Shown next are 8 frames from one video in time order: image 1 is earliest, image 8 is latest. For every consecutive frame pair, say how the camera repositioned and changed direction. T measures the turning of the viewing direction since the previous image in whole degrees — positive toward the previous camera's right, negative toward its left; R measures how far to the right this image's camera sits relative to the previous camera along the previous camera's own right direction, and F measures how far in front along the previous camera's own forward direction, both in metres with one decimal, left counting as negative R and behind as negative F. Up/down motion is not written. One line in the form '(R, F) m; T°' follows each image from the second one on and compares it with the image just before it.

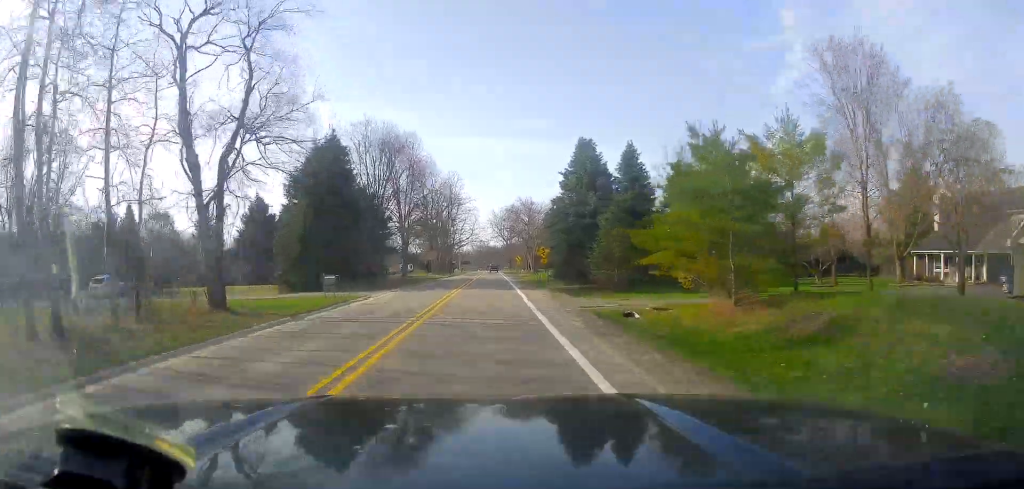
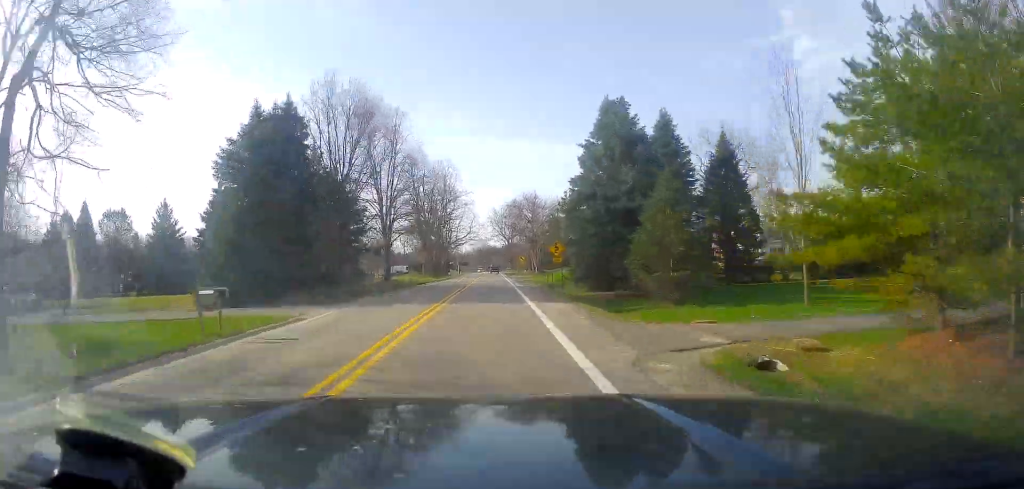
(-0.1, +11.7) m; 0°
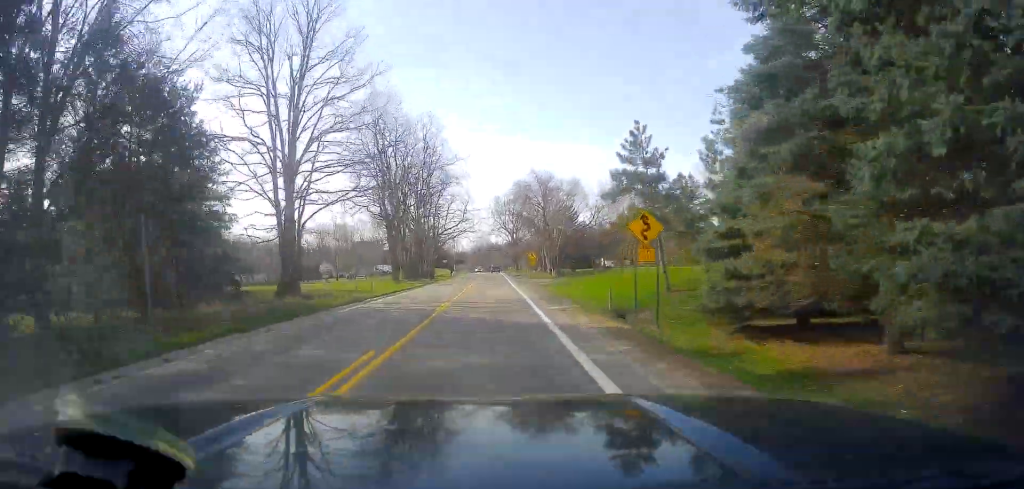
(+0.1, +27.5) m; -1°
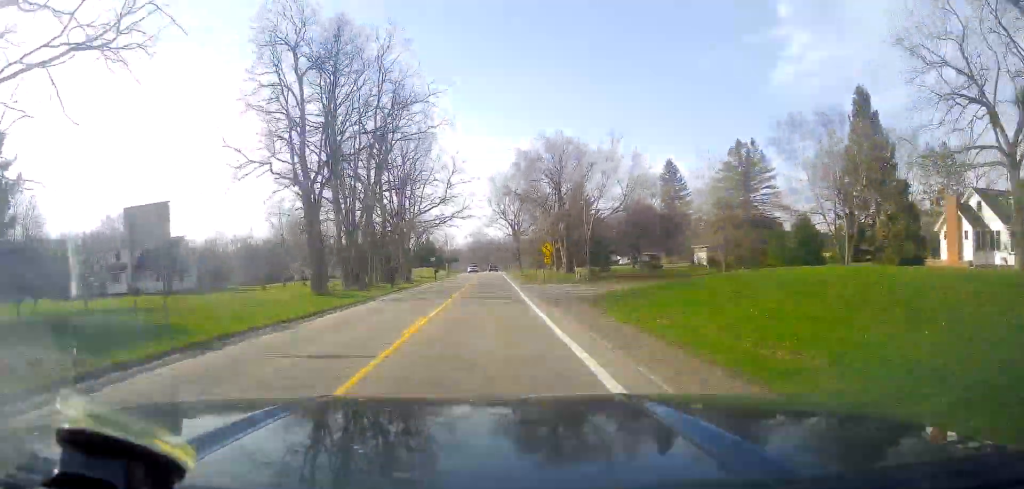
(-0.5, +24.1) m; 0°
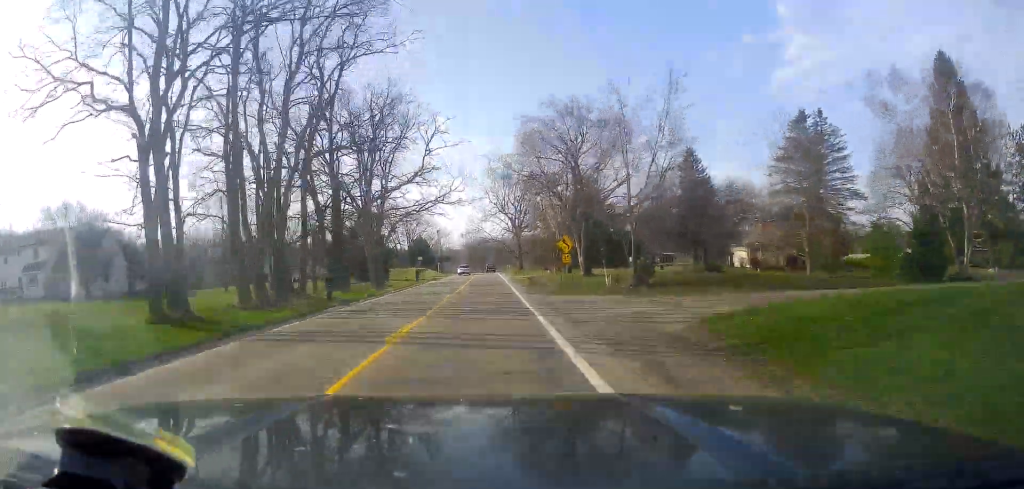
(+0.4, +15.9) m; +1°
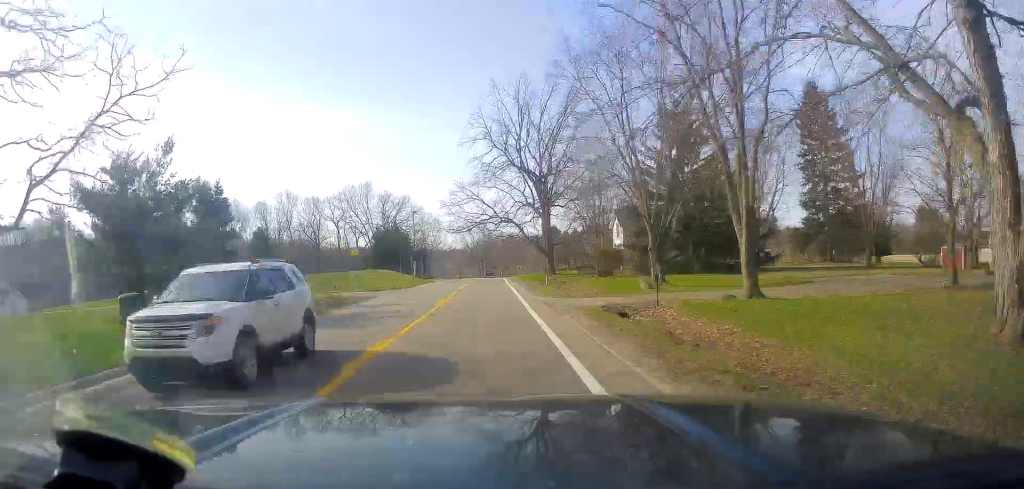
(-0.3, +48.6) m; -1°
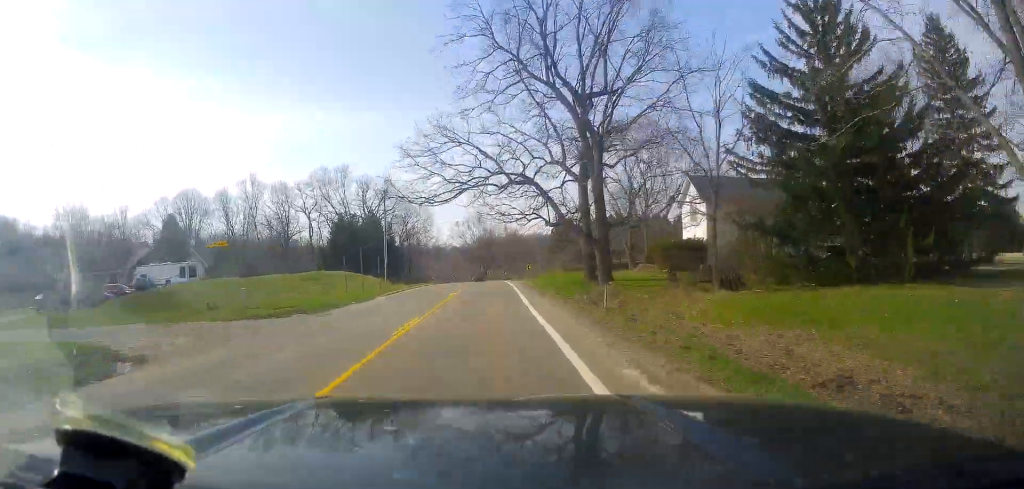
(+0.2, +26.0) m; -1°
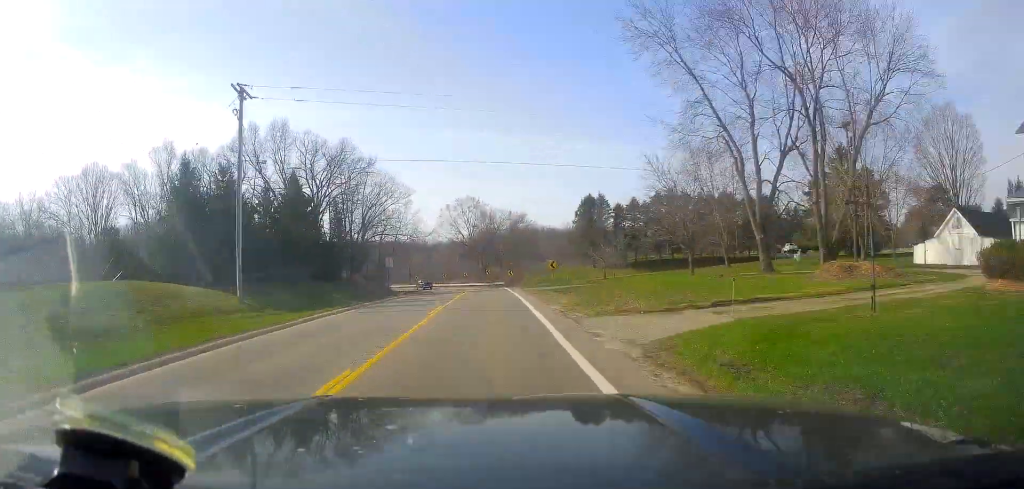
(-1.1, +39.0) m; -2°
